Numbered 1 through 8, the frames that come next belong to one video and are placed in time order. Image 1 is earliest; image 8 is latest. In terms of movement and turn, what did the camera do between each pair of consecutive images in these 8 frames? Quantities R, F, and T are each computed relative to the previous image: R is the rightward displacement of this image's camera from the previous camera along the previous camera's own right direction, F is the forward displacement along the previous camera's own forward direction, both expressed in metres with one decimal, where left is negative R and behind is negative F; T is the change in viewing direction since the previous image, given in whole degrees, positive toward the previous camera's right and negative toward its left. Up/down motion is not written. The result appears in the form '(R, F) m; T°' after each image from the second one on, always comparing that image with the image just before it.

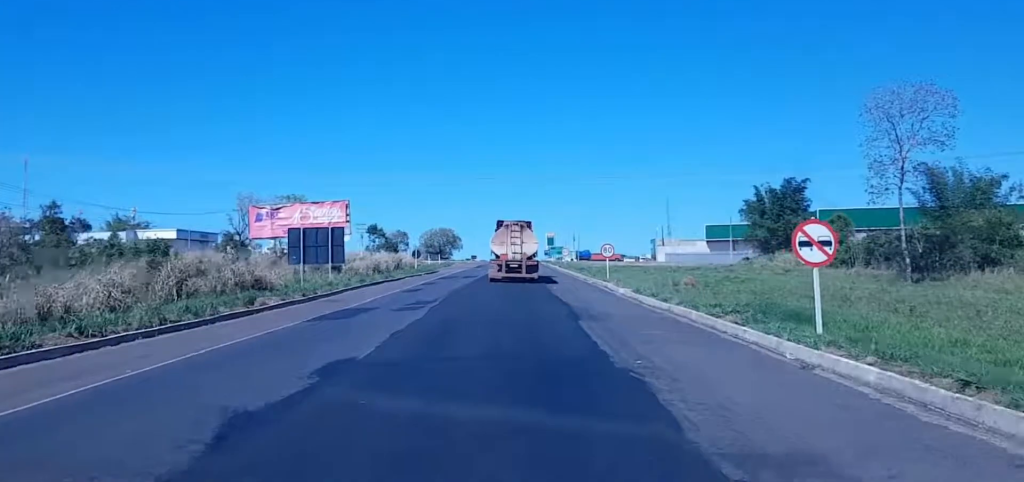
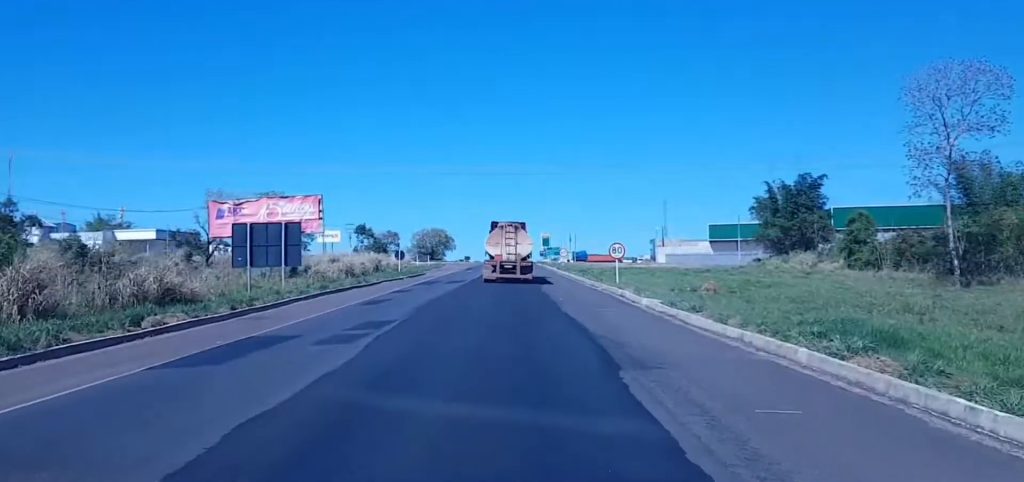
(0.0, +12.5) m; +1°
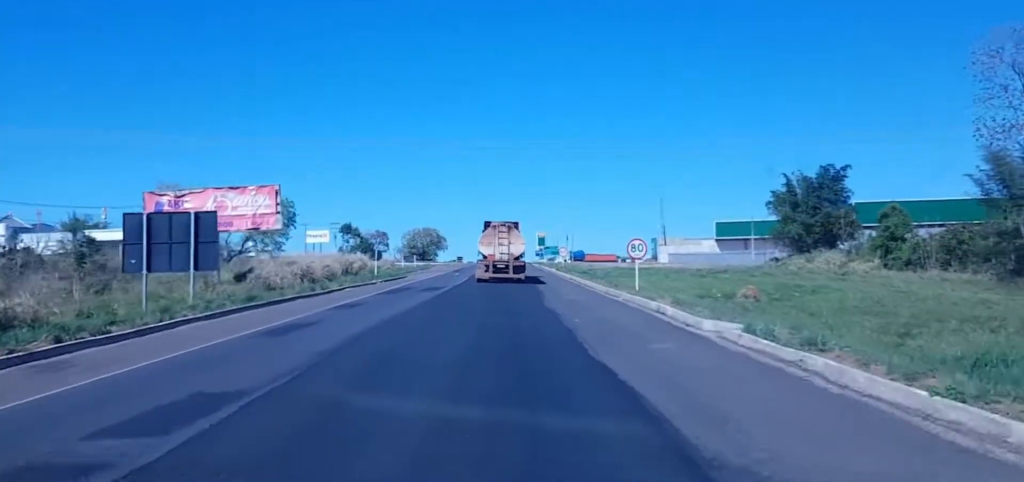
(+0.2, +15.2) m; +1°
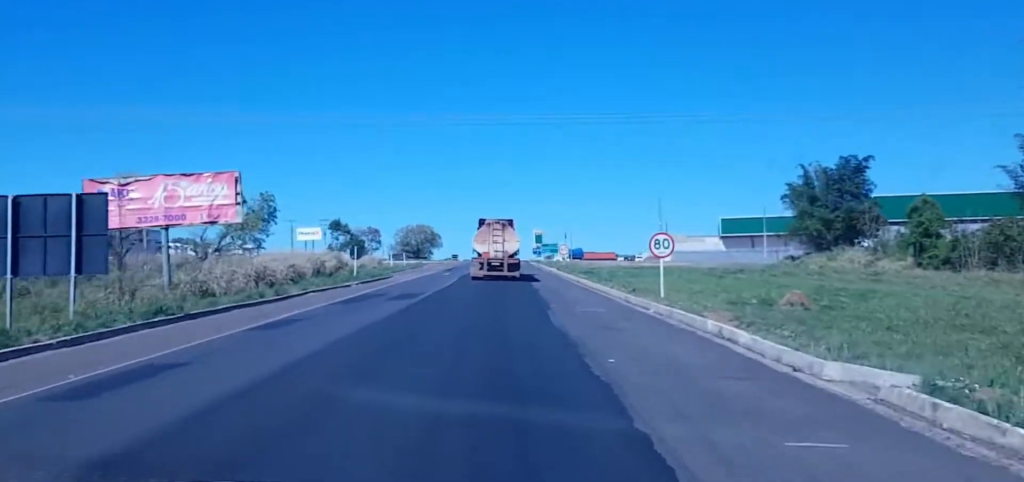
(0.0, +10.5) m; 0°
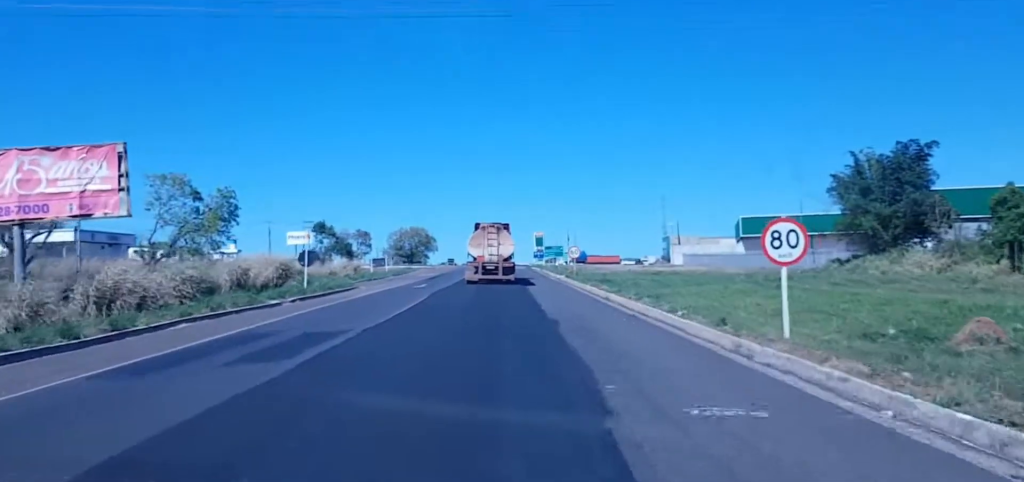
(-0.1, +19.3) m; -2°
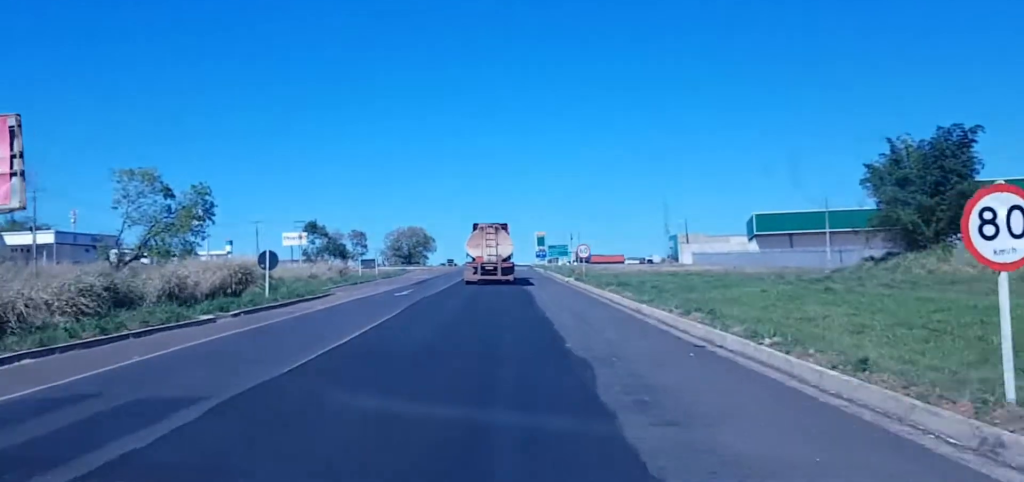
(-0.1, +9.6) m; -2°
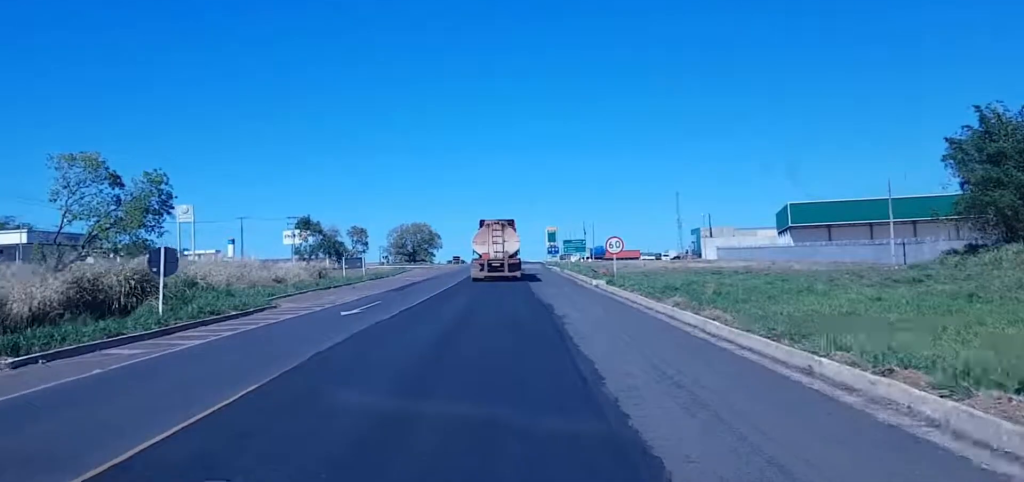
(-0.2, +16.7) m; +1°
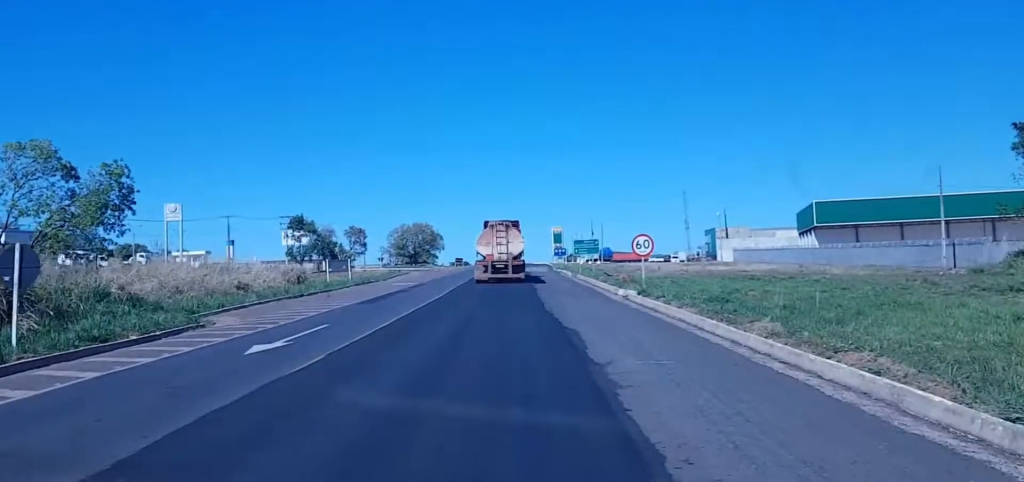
(+0.2, +10.4) m; +1°
